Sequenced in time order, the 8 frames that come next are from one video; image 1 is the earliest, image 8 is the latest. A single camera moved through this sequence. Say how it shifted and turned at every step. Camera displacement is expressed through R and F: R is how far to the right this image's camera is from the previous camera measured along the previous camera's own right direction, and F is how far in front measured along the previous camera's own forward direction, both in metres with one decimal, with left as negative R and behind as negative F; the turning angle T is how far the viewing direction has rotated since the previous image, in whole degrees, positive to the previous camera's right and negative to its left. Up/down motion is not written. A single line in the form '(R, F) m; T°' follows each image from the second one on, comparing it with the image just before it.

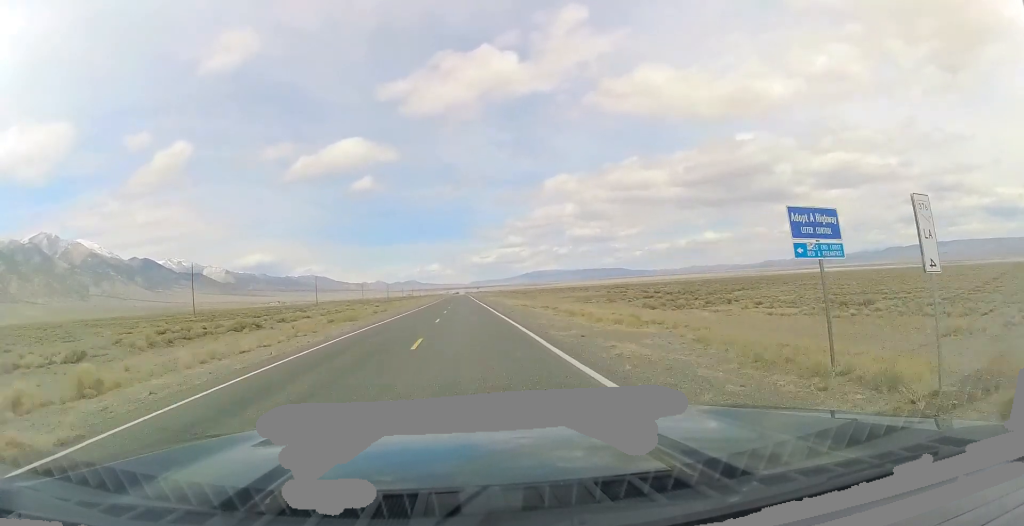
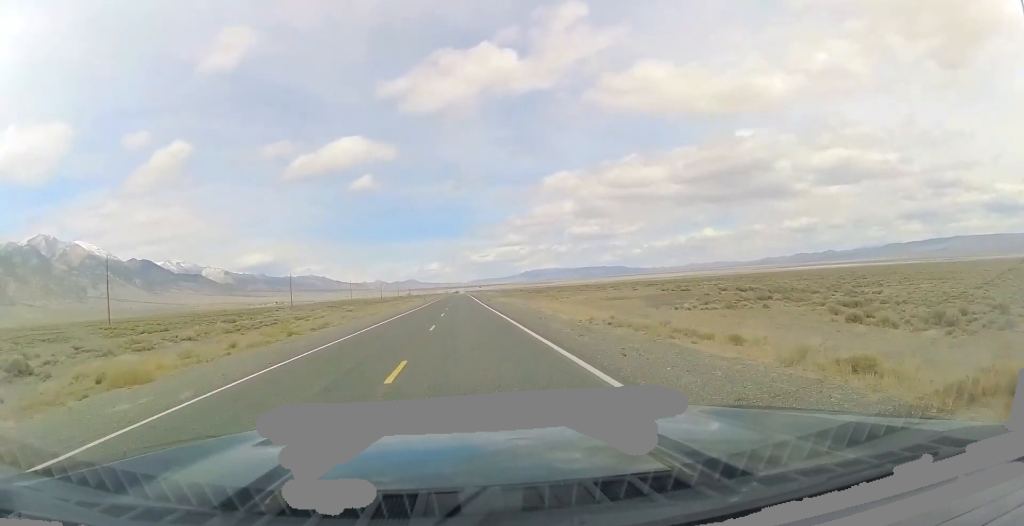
(+0.2, +33.1) m; 0°
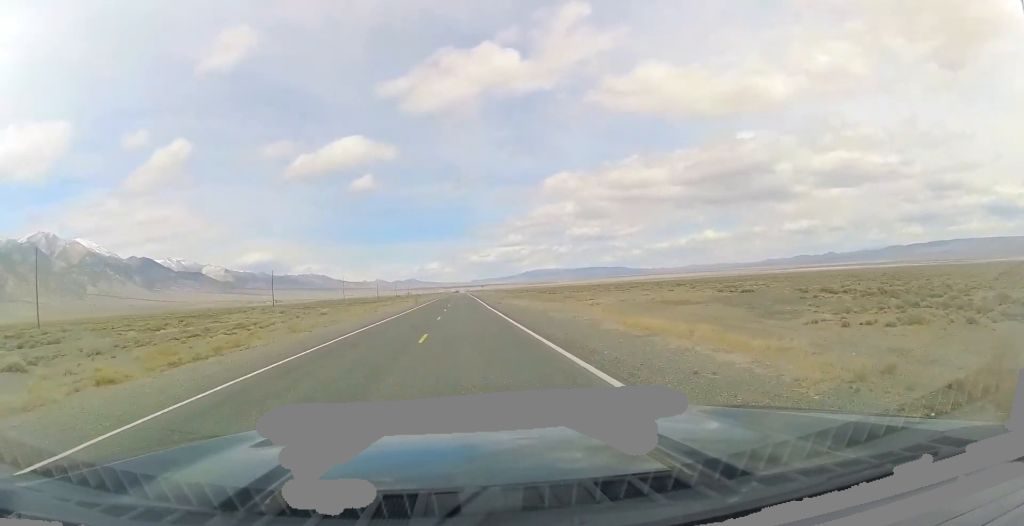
(-0.1, +20.9) m; 0°
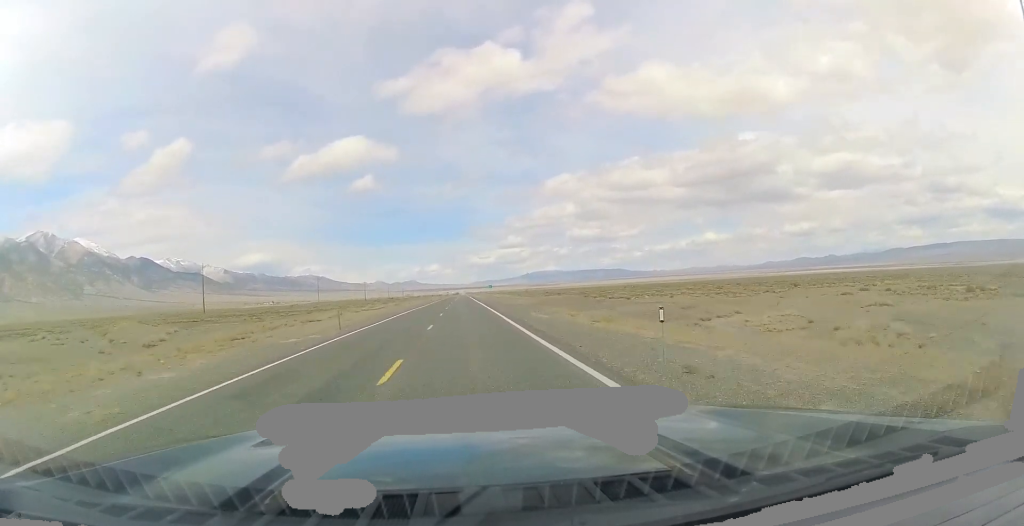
(-0.2, +49.0) m; -1°
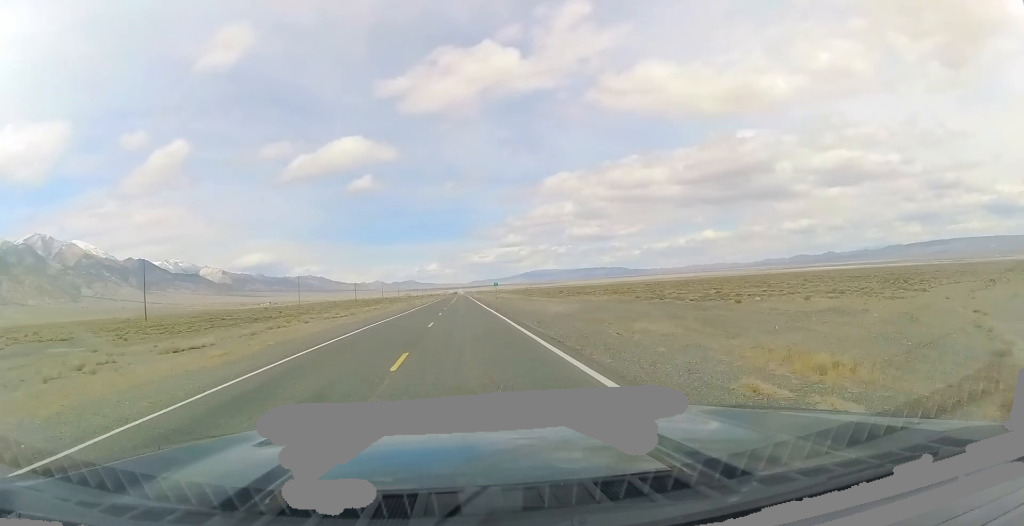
(-0.2, +25.7) m; 0°
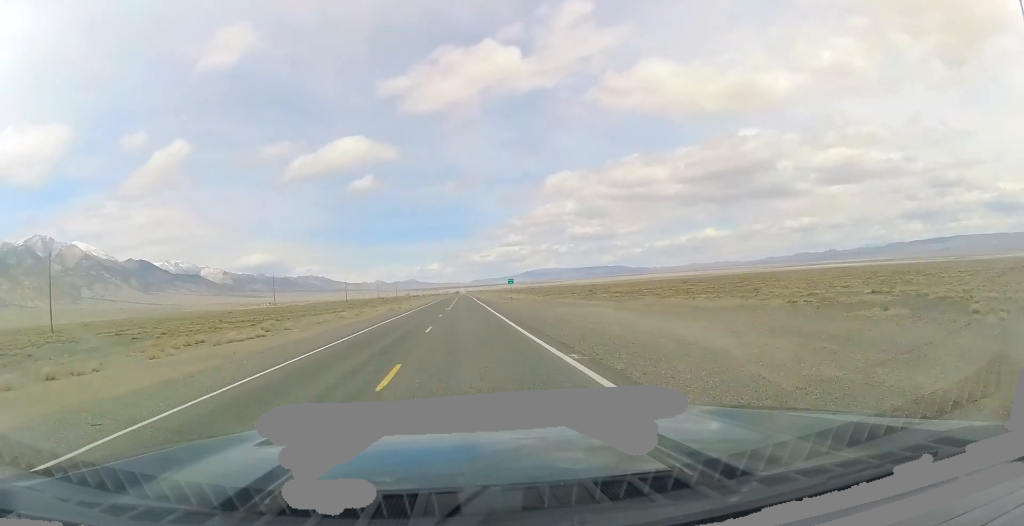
(+0.1, +29.1) m; 0°
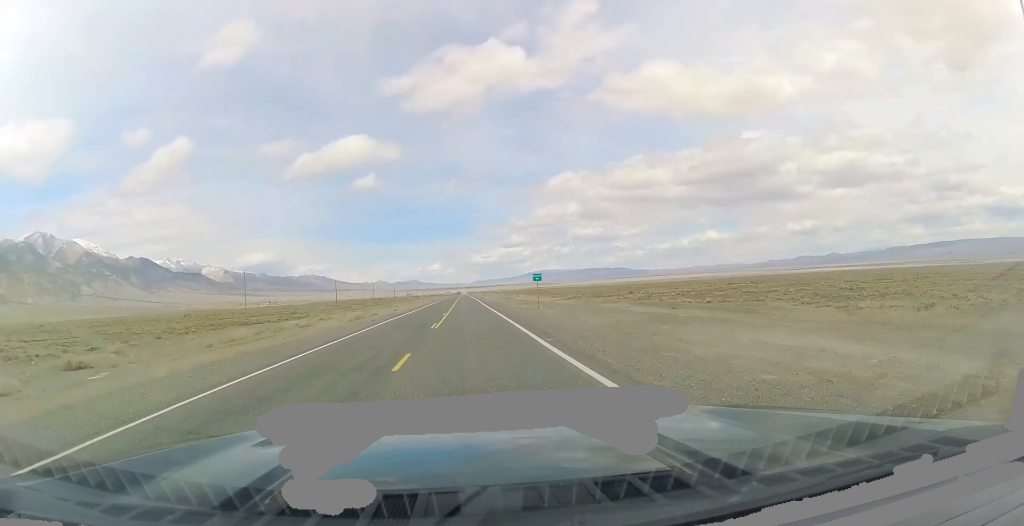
(0.0, +25.3) m; 0°
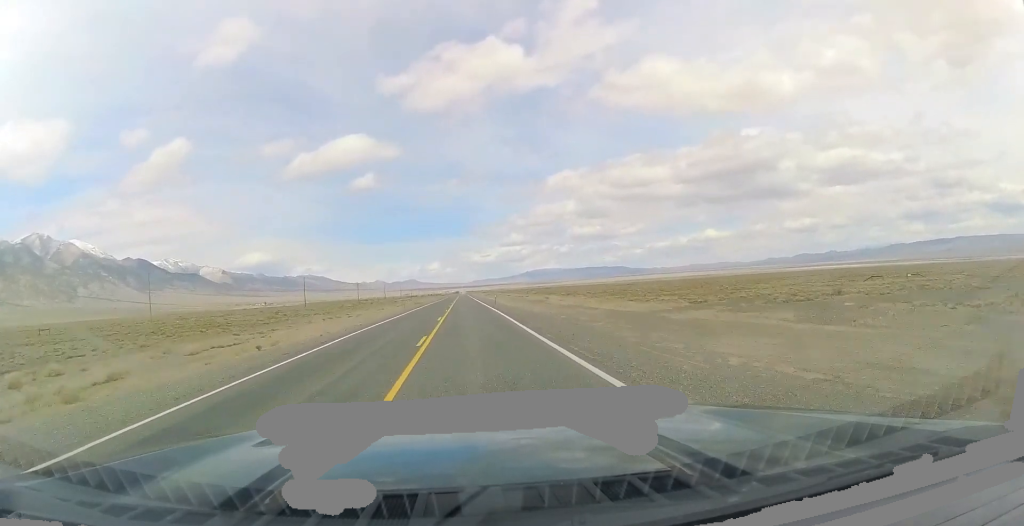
(0.0, +49.3) m; 0°
